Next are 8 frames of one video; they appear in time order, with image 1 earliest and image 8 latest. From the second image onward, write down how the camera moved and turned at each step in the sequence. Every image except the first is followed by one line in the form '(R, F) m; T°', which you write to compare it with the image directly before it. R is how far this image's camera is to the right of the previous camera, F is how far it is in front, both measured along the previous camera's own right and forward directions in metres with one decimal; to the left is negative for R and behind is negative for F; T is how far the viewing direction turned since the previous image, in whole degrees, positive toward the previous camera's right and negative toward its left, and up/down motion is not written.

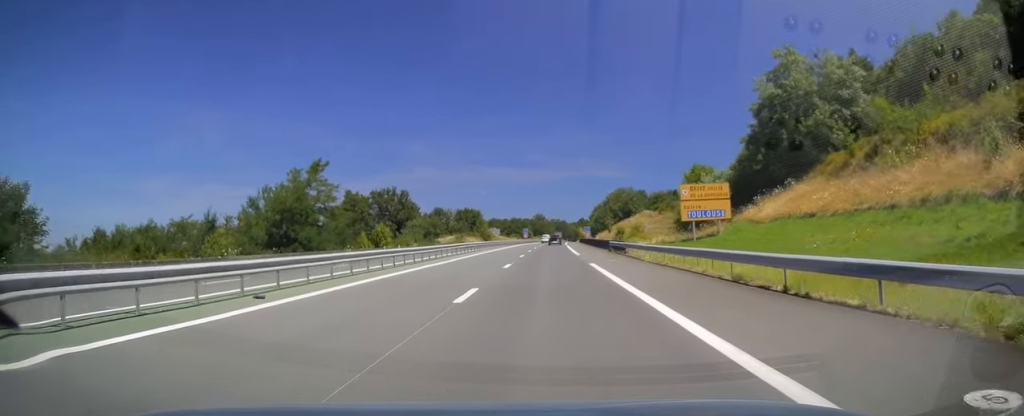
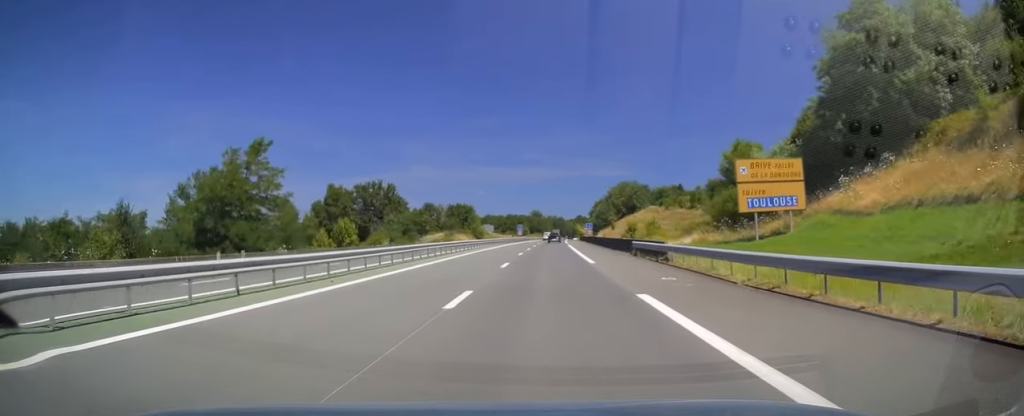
(-0.1, +14.2) m; 0°
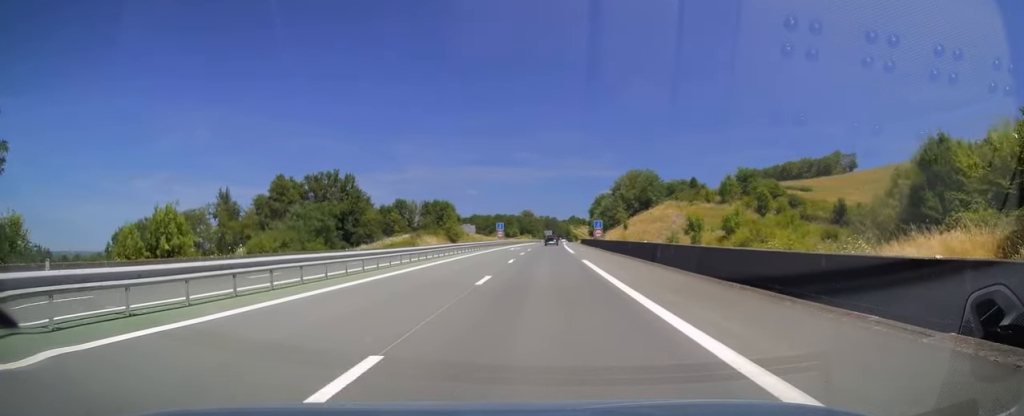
(+0.3, +33.9) m; 0°
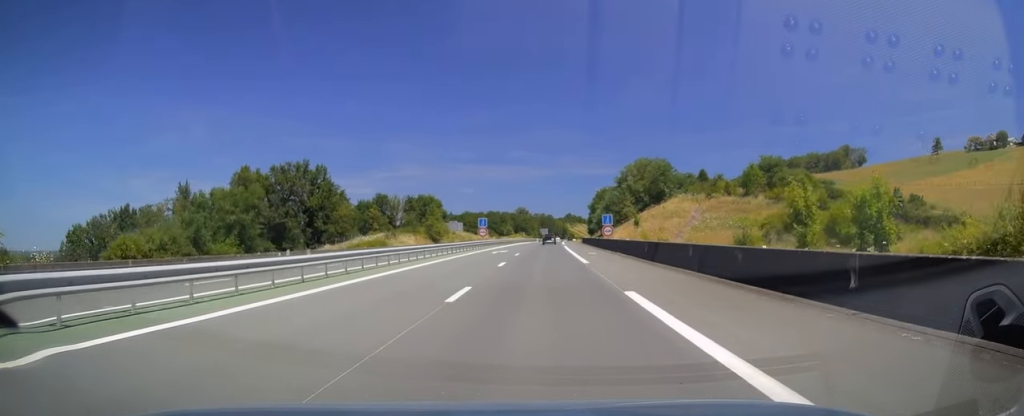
(-0.1, +17.7) m; 0°
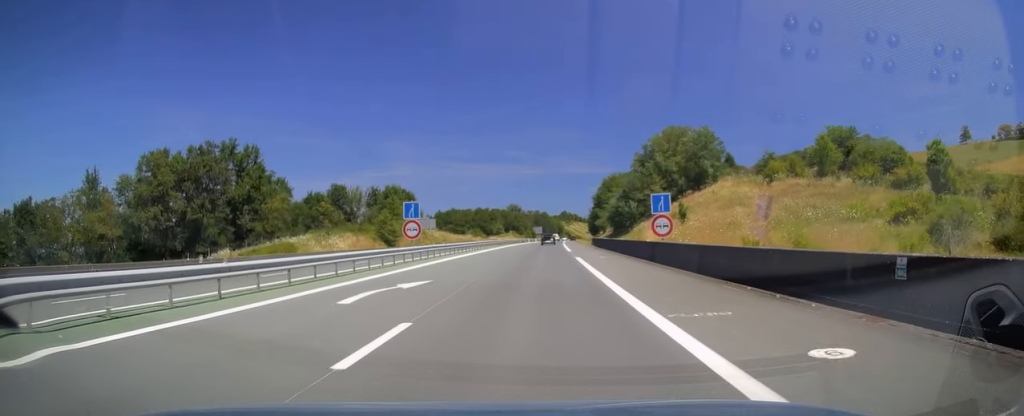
(+0.3, +32.4) m; +1°
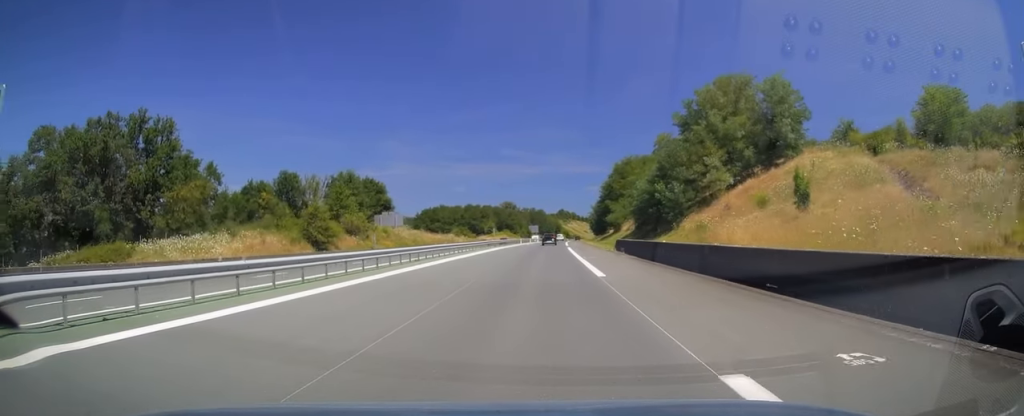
(+0.2, +27.1) m; 0°
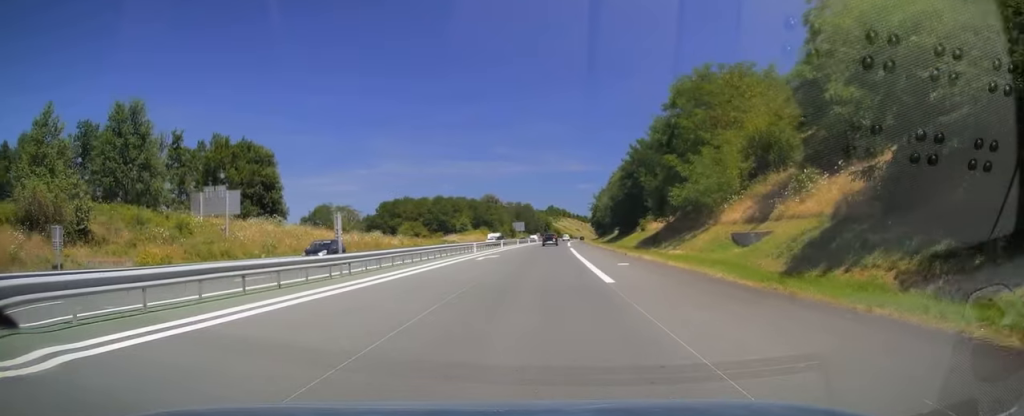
(+0.4, +53.8) m; +1°
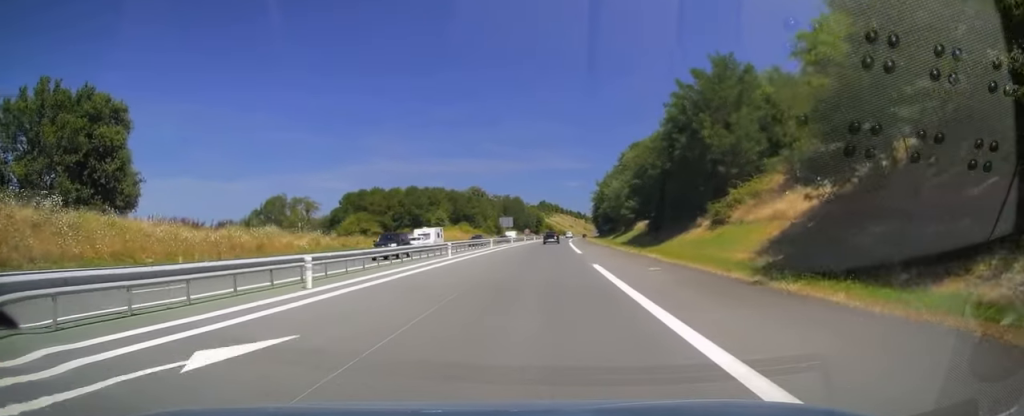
(+0.3, +32.5) m; +1°
